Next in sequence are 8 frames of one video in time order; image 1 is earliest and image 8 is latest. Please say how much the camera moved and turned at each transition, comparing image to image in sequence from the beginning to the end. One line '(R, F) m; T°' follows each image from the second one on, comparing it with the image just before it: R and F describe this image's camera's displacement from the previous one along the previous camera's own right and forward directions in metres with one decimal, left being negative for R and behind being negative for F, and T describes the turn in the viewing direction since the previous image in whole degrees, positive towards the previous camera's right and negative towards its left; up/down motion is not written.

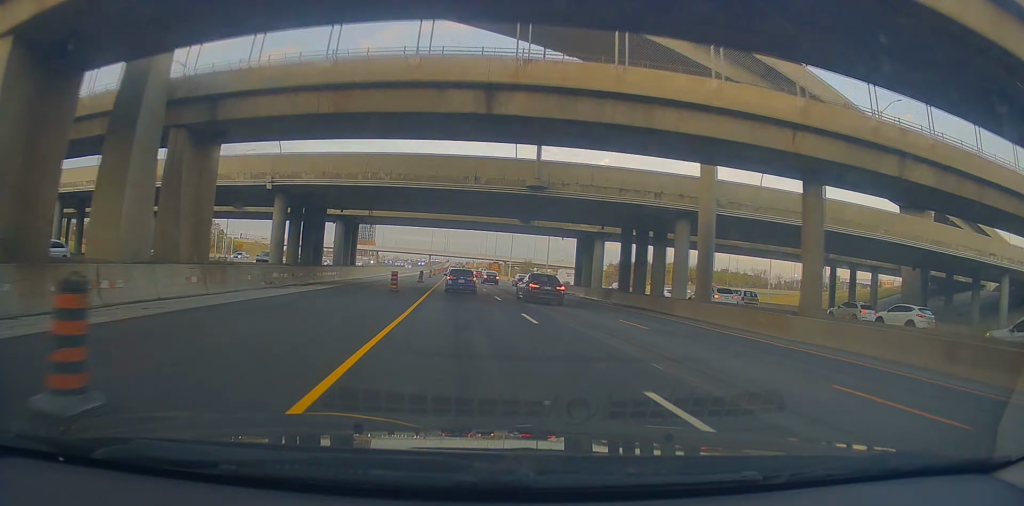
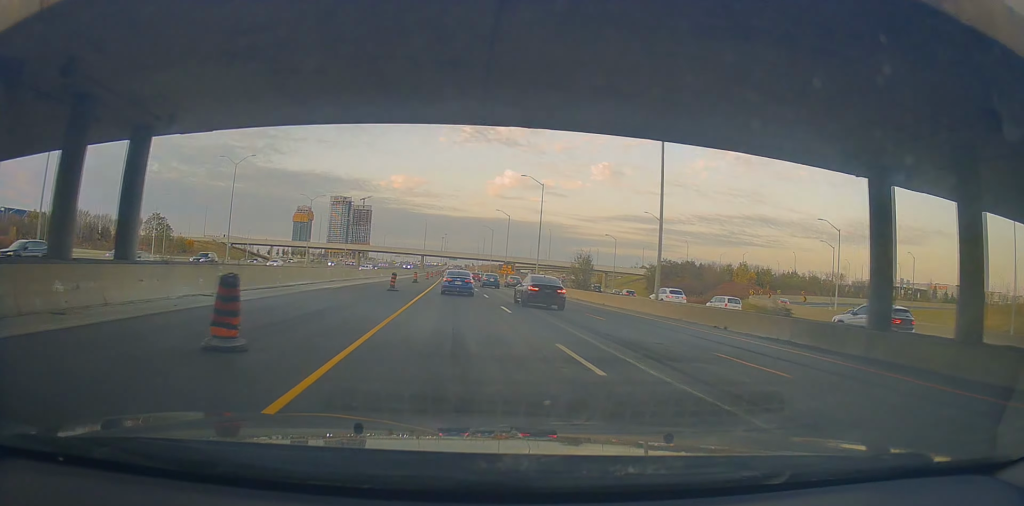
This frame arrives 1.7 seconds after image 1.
(-0.1, +41.6) m; 0°
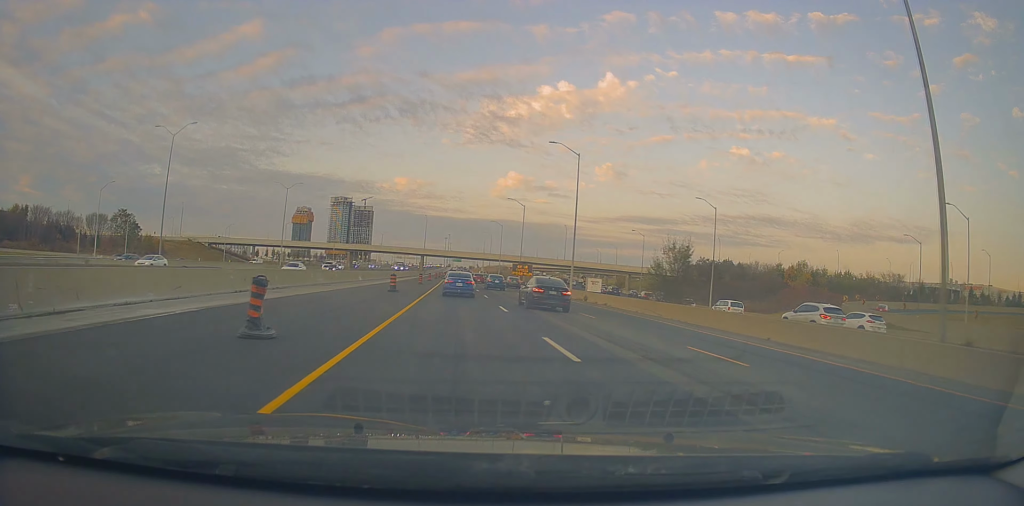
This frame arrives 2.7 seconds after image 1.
(-0.1, +21.8) m; 0°
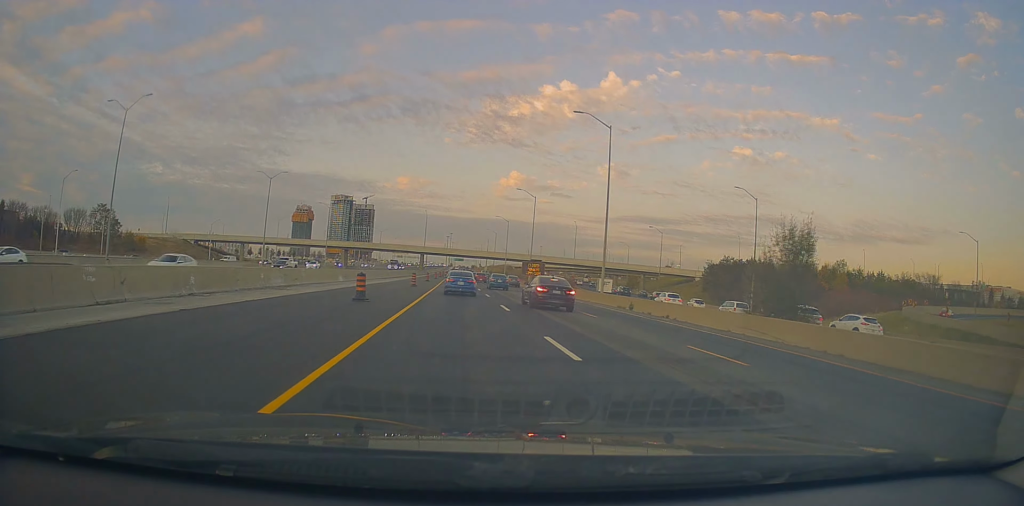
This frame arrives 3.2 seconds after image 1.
(0.0, +11.7) m; 0°
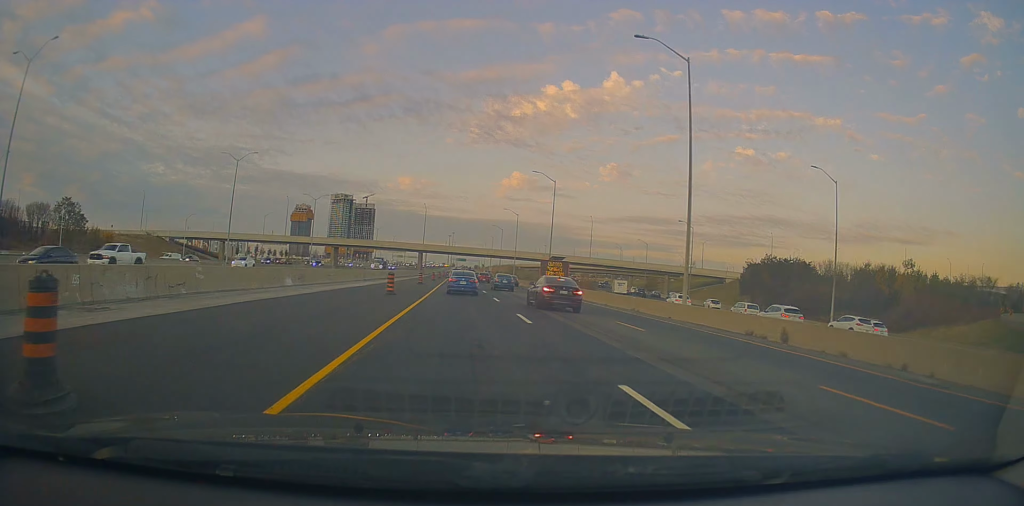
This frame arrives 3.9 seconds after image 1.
(+0.1, +17.1) m; 0°
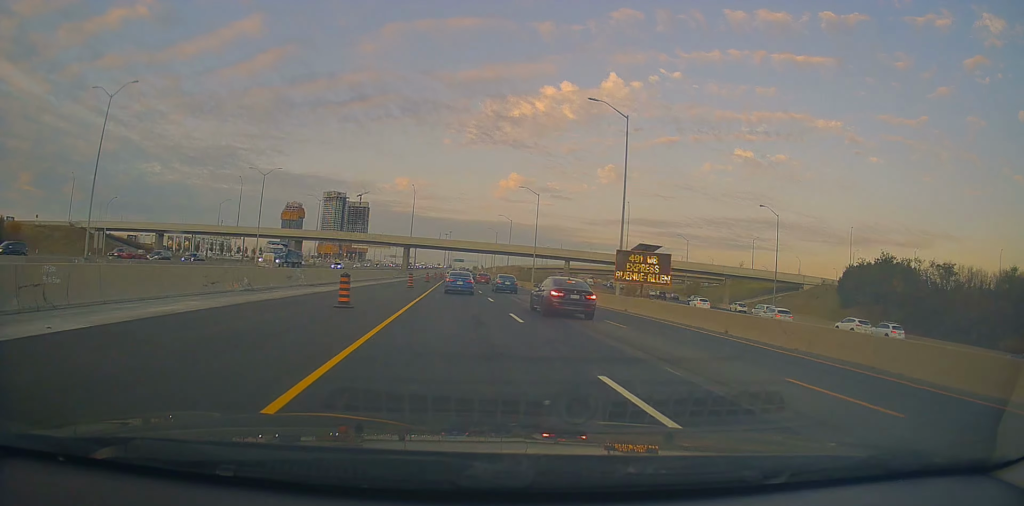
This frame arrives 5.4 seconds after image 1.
(-0.2, +34.7) m; +1°
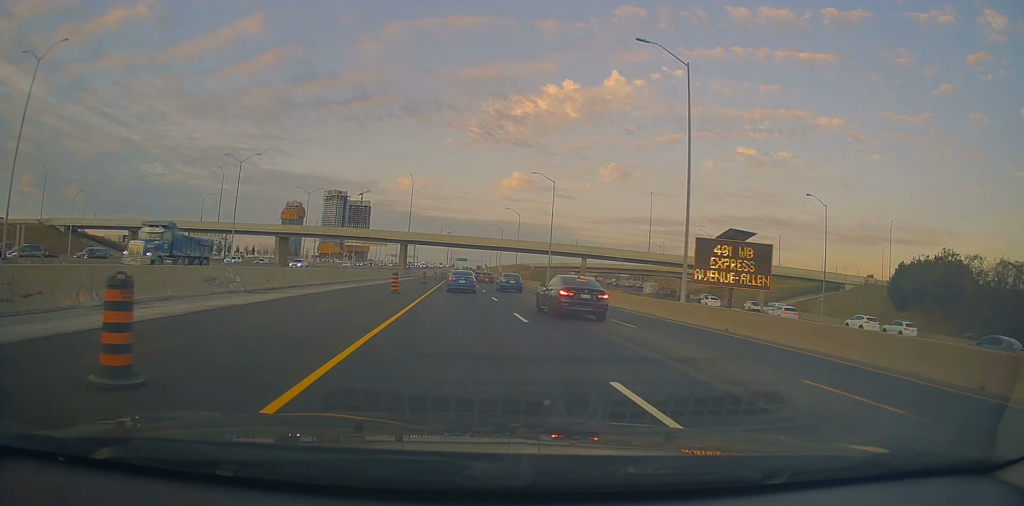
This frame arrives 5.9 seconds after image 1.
(+0.3, +12.2) m; -1°
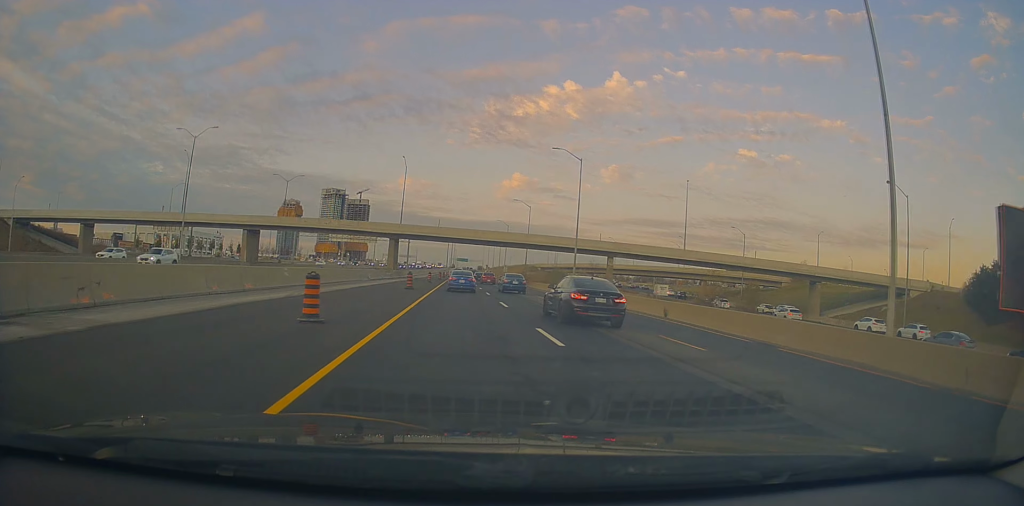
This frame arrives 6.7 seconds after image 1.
(-0.1, +16.7) m; -1°
